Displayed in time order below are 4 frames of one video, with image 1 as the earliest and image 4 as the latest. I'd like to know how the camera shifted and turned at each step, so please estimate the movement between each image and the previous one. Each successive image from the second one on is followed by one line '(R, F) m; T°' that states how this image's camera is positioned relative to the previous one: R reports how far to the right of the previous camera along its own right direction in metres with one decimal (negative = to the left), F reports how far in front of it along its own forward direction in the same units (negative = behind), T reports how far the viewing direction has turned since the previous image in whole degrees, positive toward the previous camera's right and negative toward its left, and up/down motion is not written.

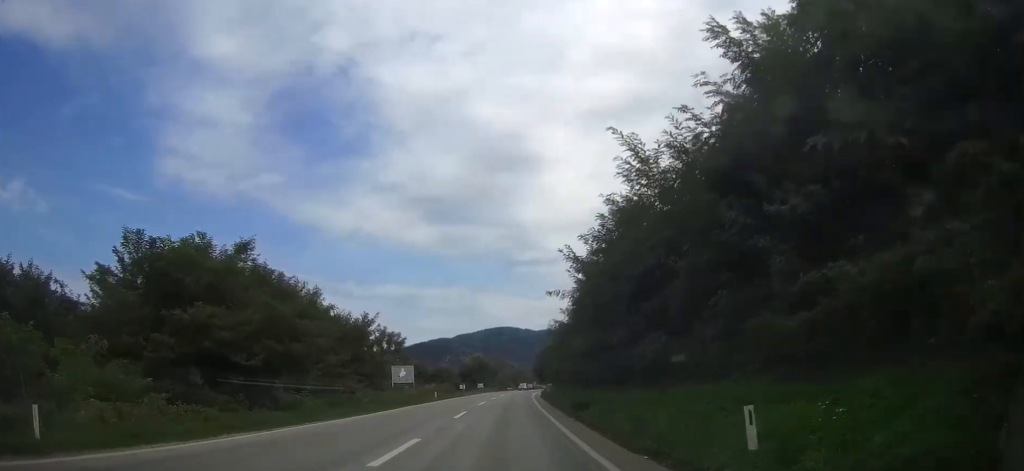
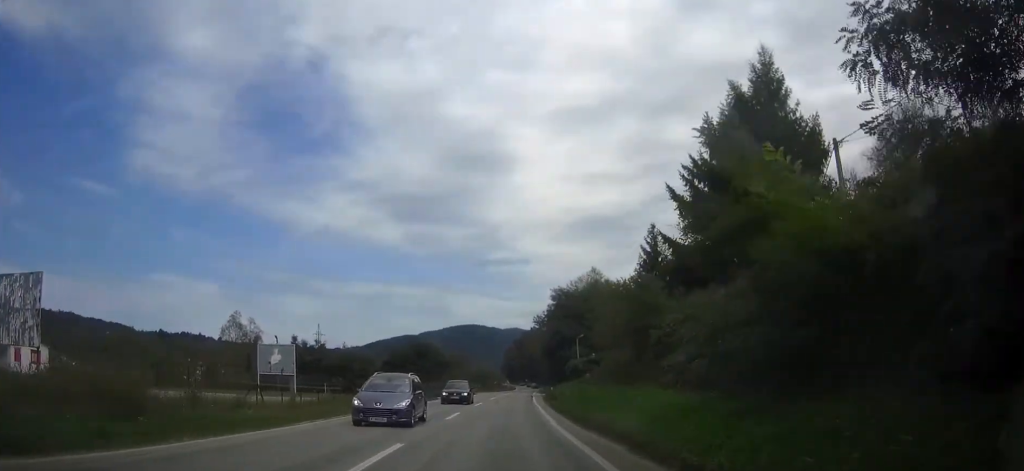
(+1.1, +61.9) m; +3°
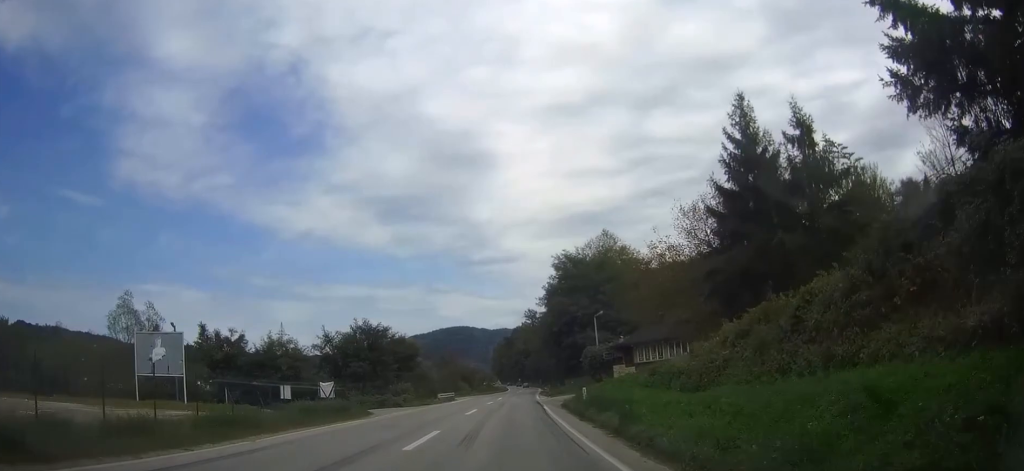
(+0.1, +25.3) m; +1°
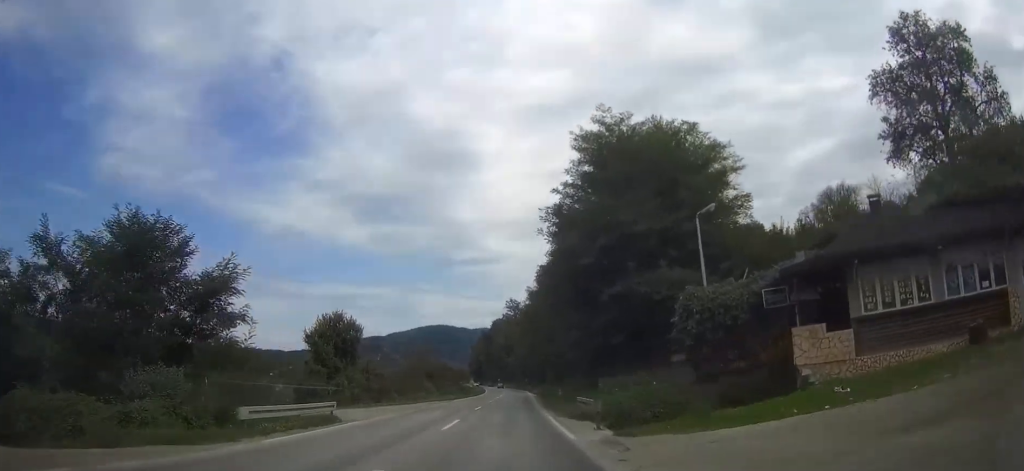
(+0.6, +38.3) m; +2°
